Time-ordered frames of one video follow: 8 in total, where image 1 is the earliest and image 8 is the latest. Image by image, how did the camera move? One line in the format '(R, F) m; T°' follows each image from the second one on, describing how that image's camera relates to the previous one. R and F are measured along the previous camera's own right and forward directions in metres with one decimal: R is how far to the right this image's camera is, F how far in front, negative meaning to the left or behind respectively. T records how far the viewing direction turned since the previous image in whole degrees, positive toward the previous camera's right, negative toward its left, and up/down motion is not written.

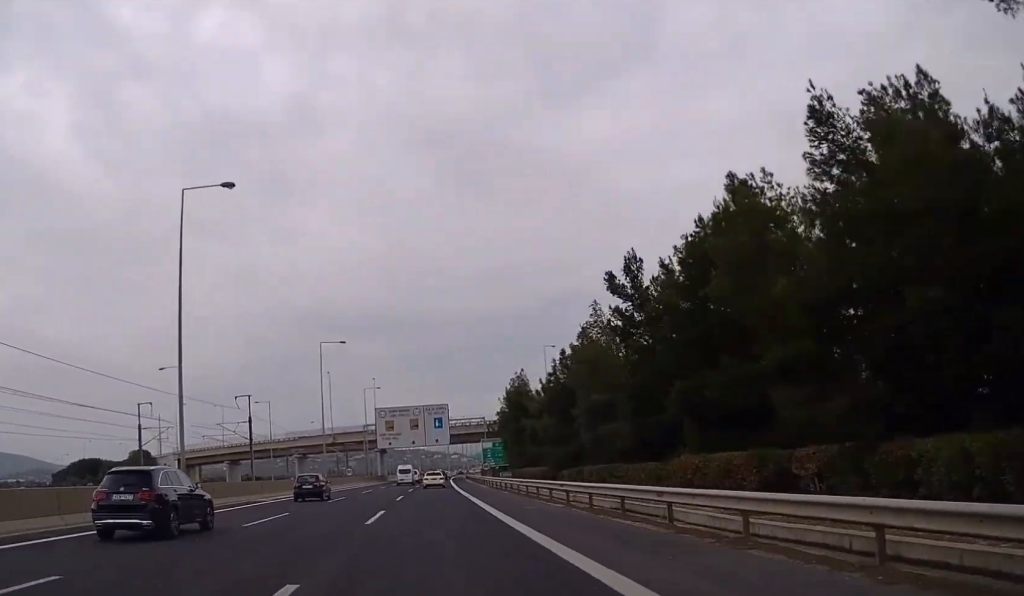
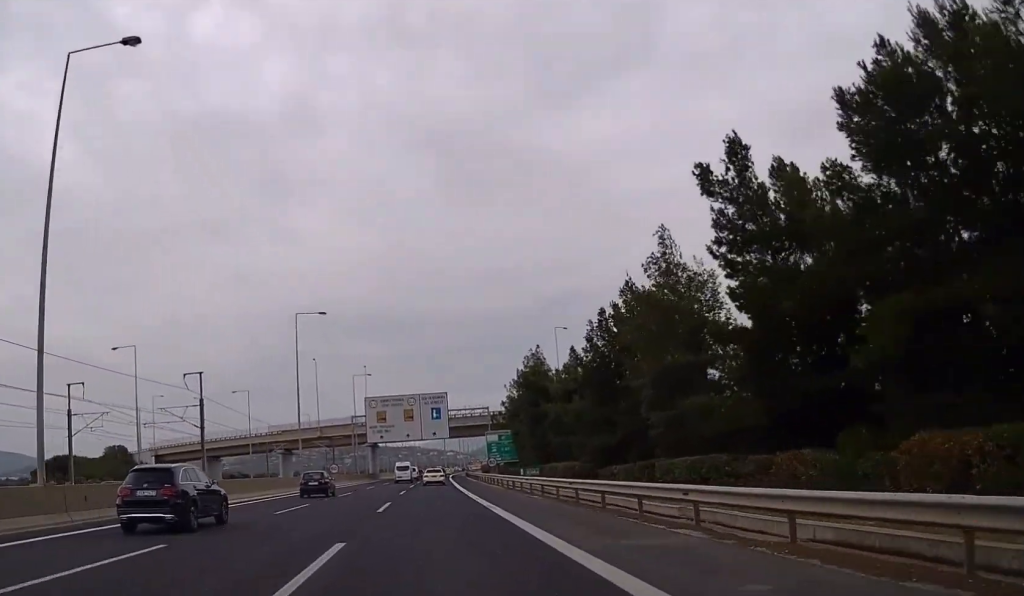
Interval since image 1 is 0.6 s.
(0.0, +13.5) m; 0°
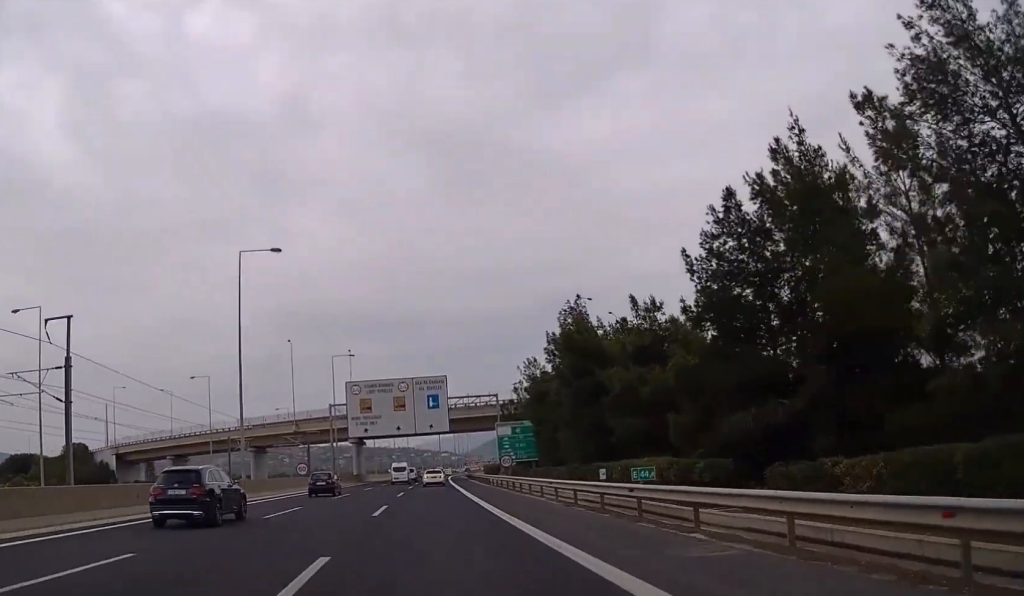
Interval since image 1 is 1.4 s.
(0.0, +19.9) m; +1°
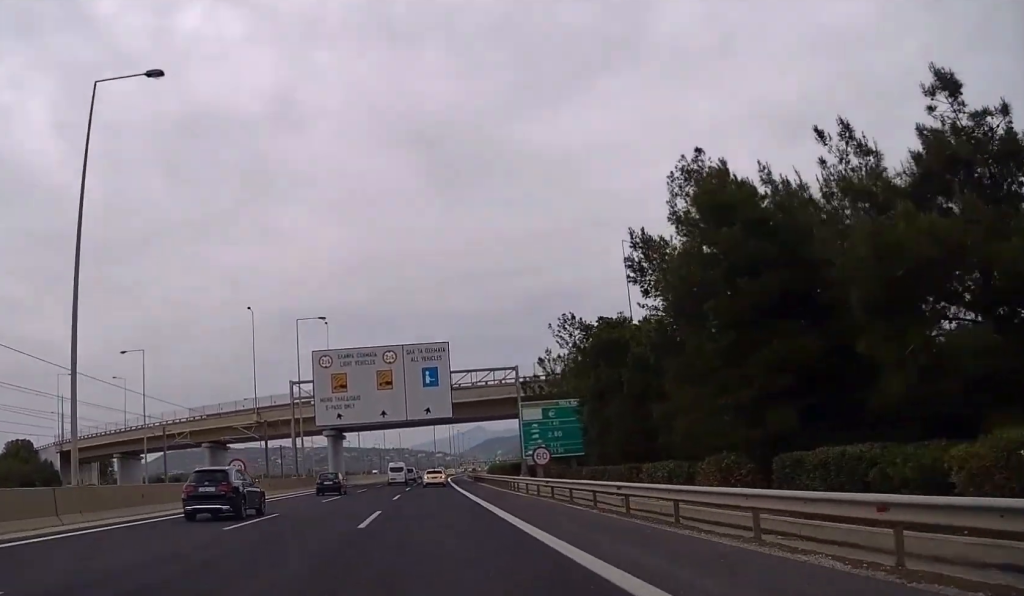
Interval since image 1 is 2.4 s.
(+0.3, +22.9) m; 0°
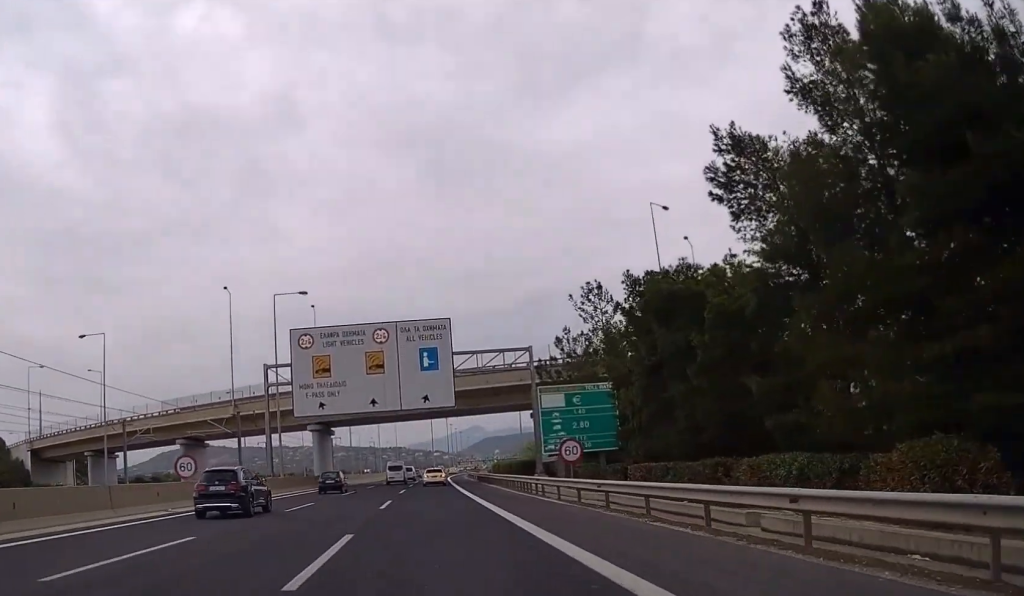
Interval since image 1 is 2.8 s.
(0.0, +10.2) m; 0°
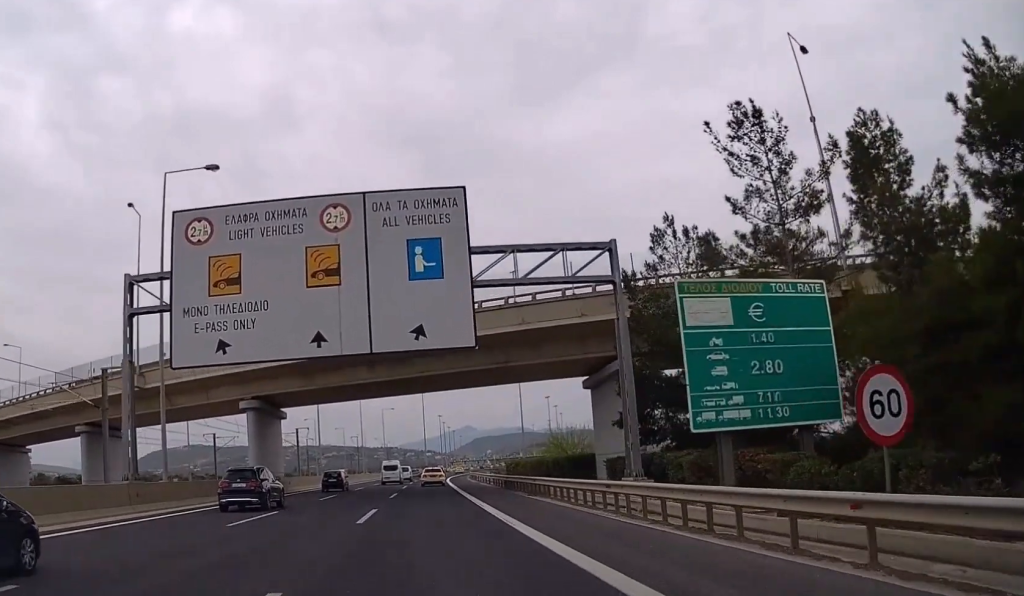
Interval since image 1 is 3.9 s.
(+0.1, +25.6) m; +1°
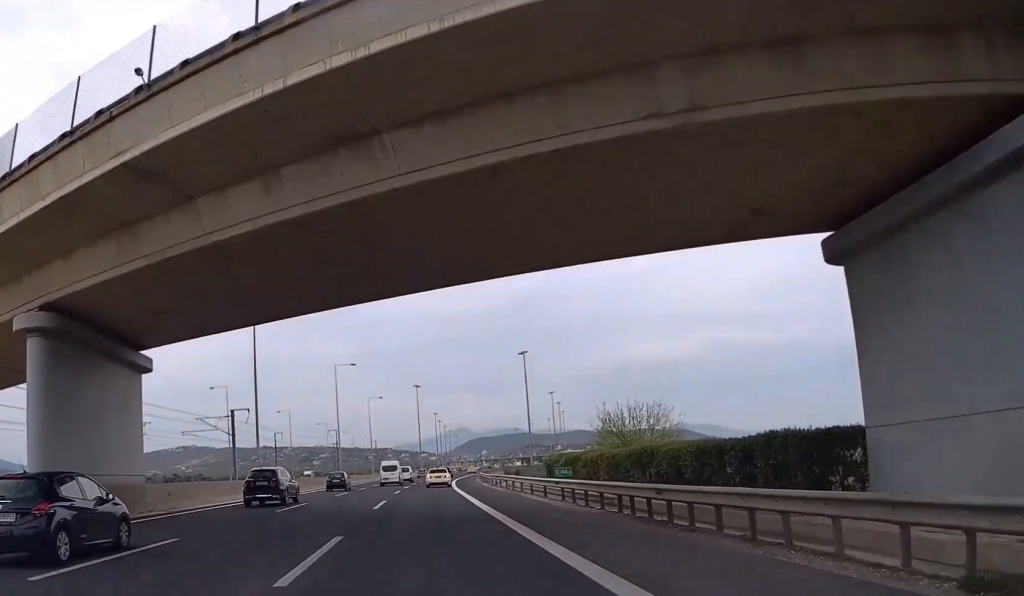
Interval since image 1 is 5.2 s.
(+0.2, +28.8) m; +1°
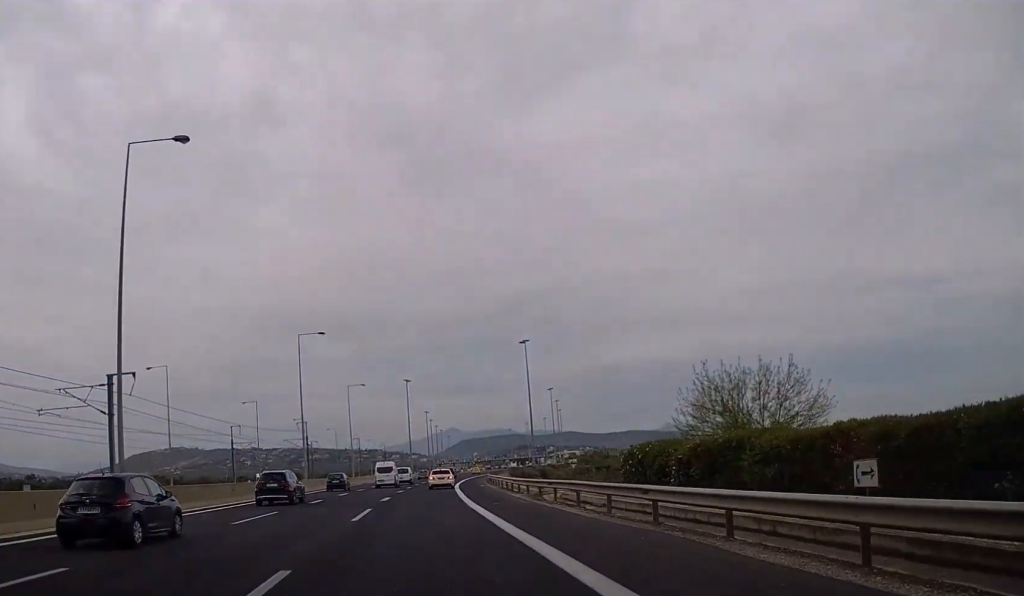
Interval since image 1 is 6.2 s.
(+0.1, +23.6) m; +1°
